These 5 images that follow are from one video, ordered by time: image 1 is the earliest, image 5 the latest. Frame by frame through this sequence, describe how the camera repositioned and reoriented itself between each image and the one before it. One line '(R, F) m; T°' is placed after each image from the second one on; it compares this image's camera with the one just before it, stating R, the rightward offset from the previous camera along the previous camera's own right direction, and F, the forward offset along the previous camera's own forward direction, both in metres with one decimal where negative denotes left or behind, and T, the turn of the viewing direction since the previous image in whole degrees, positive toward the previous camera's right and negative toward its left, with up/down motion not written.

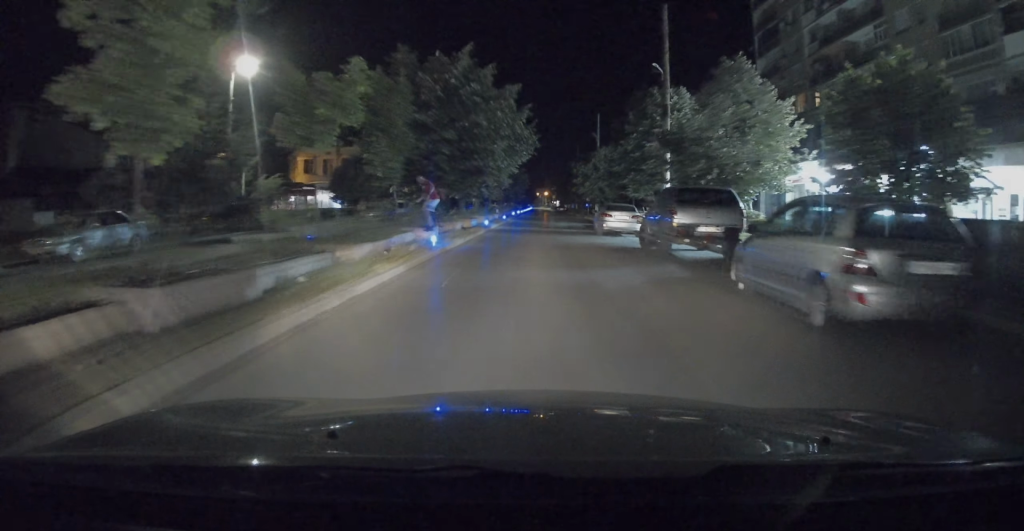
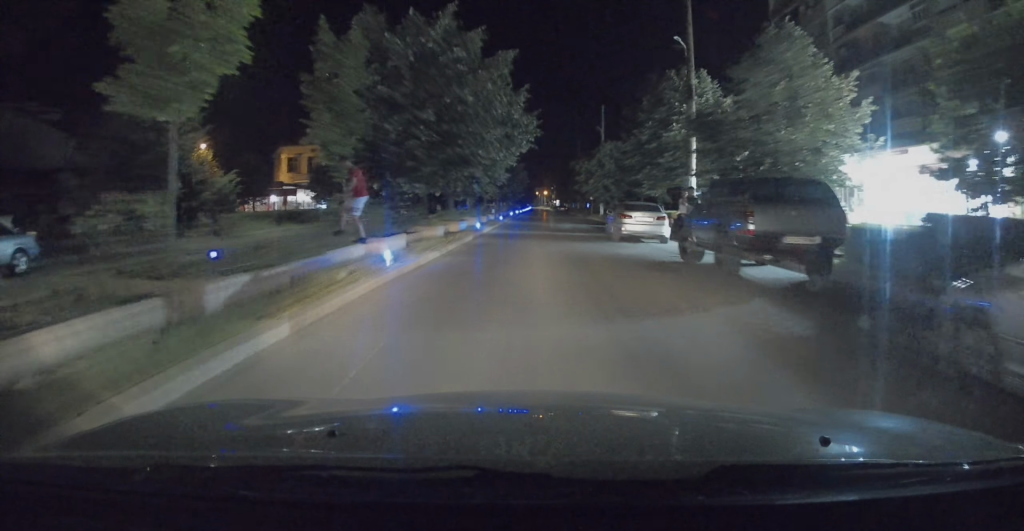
(+0.1, +5.2) m; 0°
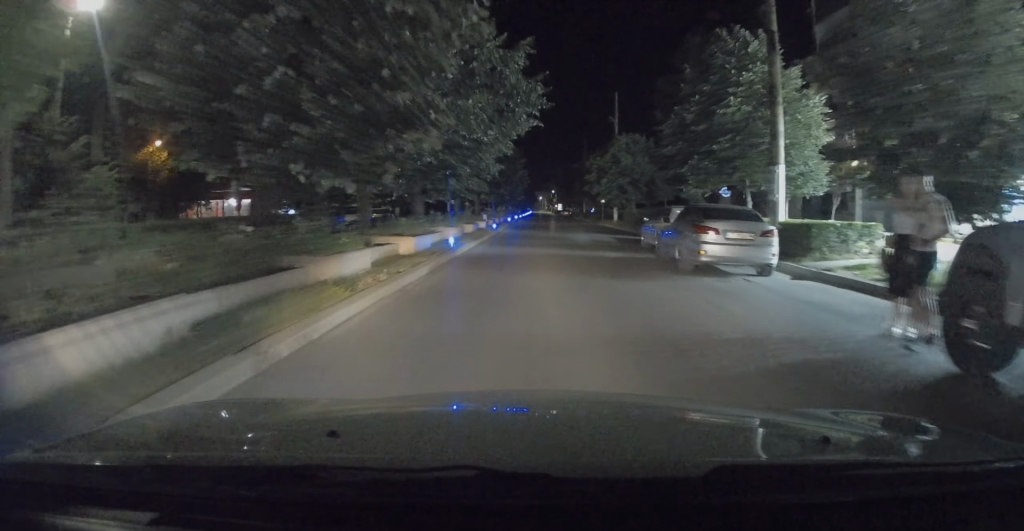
(0.0, +9.6) m; 0°
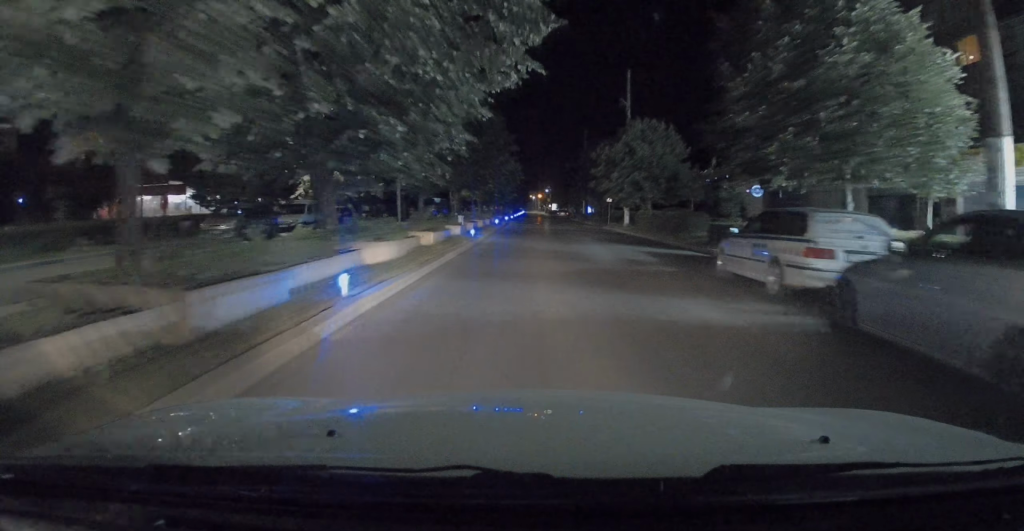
(-0.2, +8.9) m; +1°
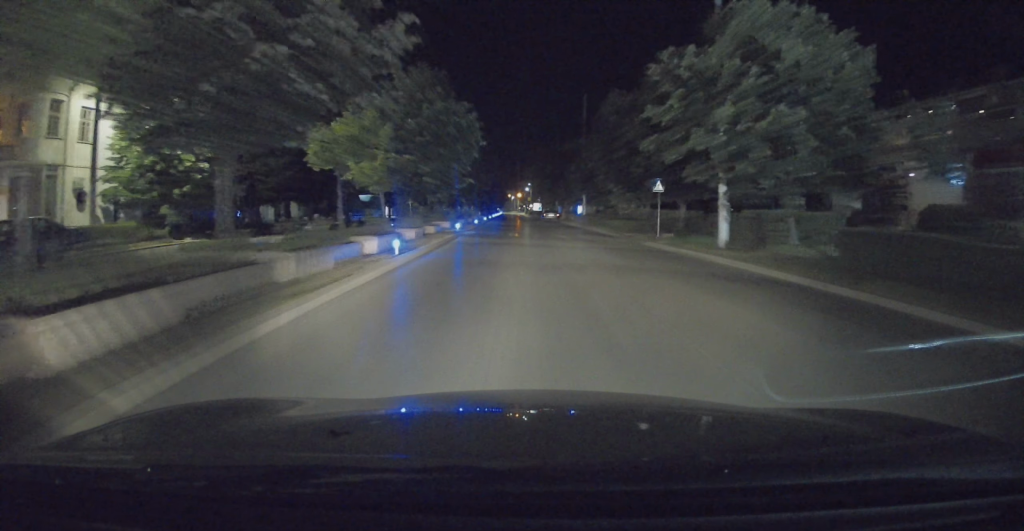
(+0.8, +23.8) m; +1°
